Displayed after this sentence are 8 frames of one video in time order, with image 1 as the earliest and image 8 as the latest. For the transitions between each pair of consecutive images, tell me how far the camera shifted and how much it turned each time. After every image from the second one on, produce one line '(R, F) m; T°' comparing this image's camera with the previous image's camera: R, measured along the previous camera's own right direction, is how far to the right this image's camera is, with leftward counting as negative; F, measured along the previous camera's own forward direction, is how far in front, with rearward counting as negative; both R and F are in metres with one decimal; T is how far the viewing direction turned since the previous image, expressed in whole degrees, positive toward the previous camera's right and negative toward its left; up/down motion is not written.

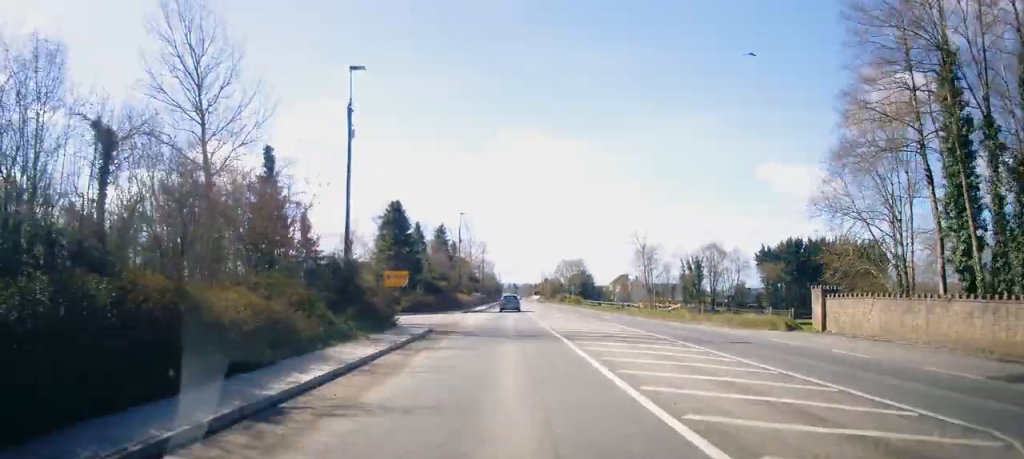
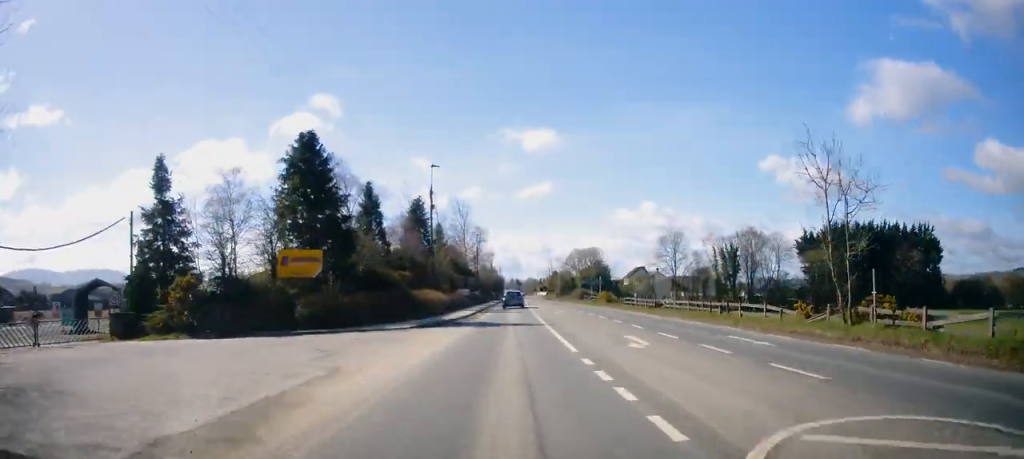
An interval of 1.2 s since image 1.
(-0.1, +24.3) m; 0°
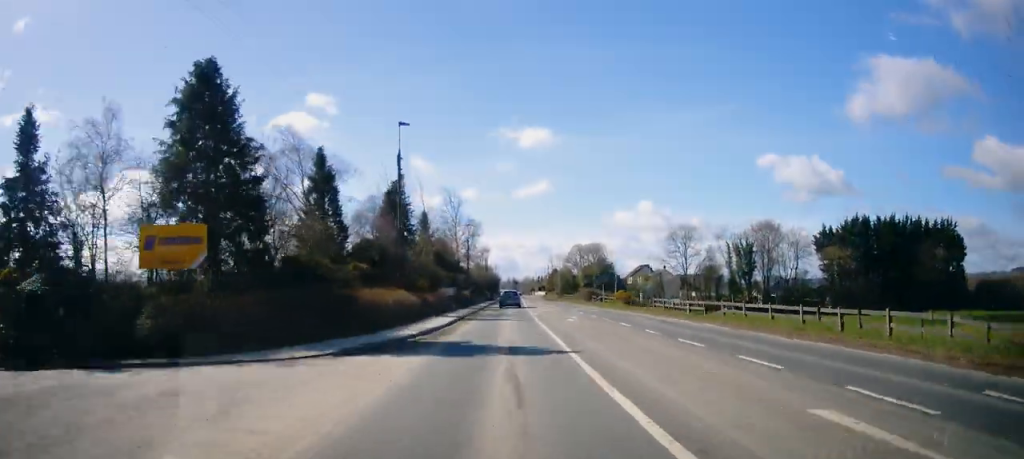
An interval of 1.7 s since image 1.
(0.0, +10.9) m; 0°
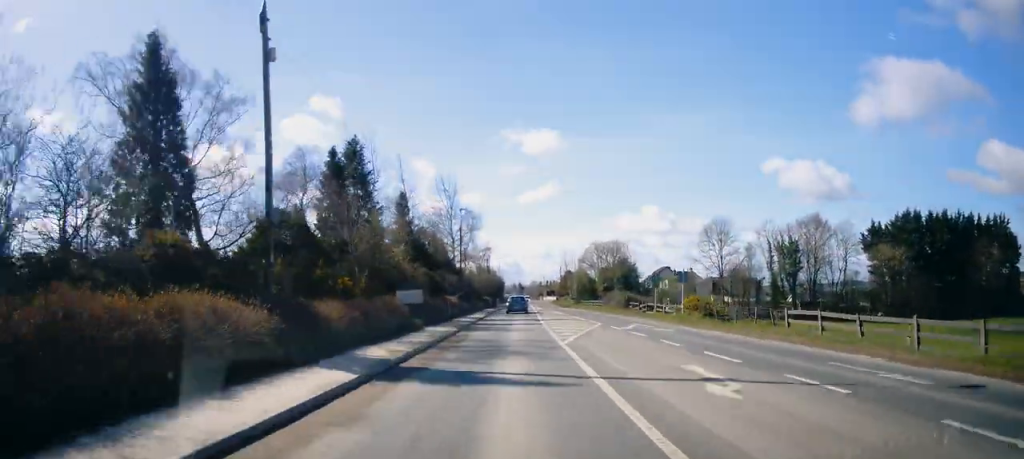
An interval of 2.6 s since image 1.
(+0.1, +18.2) m; 0°
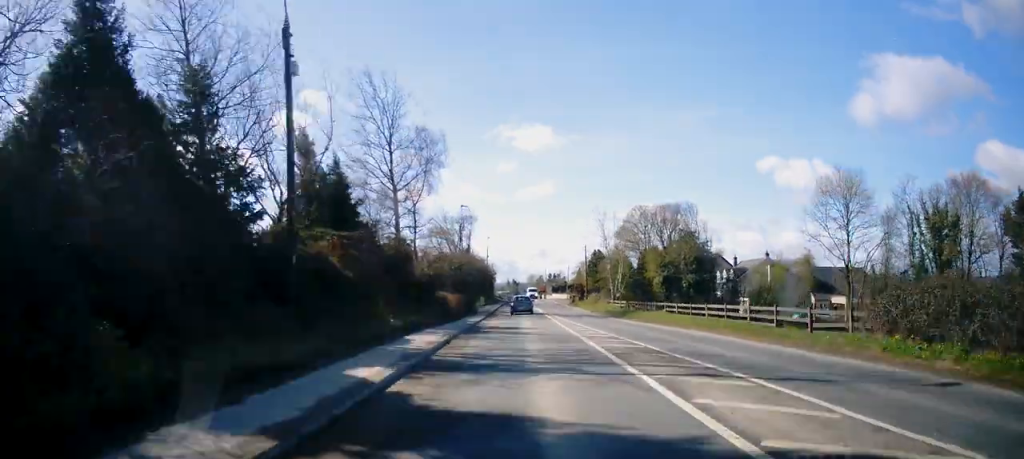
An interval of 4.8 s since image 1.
(-0.2, +43.3) m; +1°
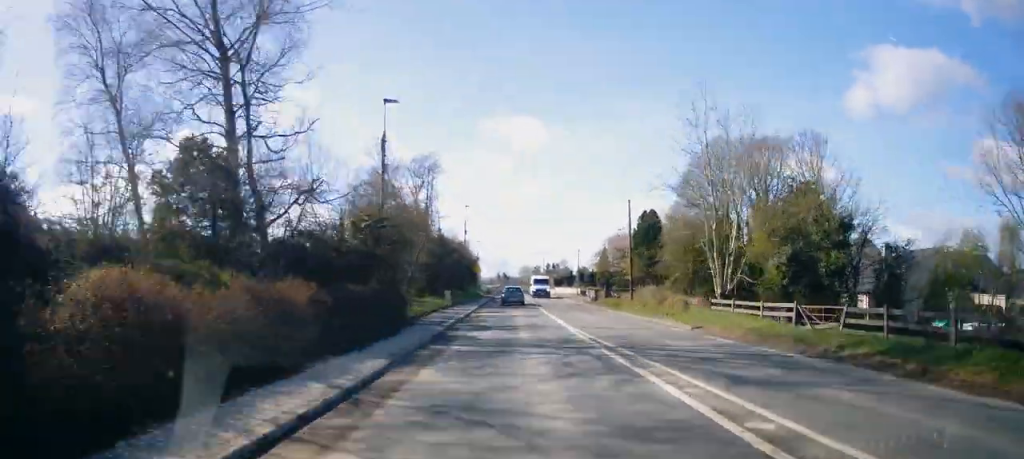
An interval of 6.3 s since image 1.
(-0.1, +29.3) m; -1°
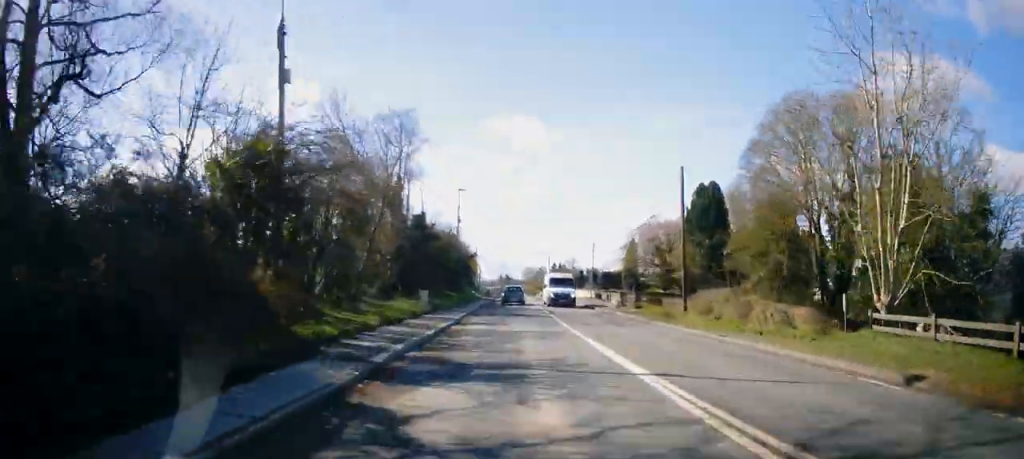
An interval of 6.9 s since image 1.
(0.0, +11.5) m; 0°
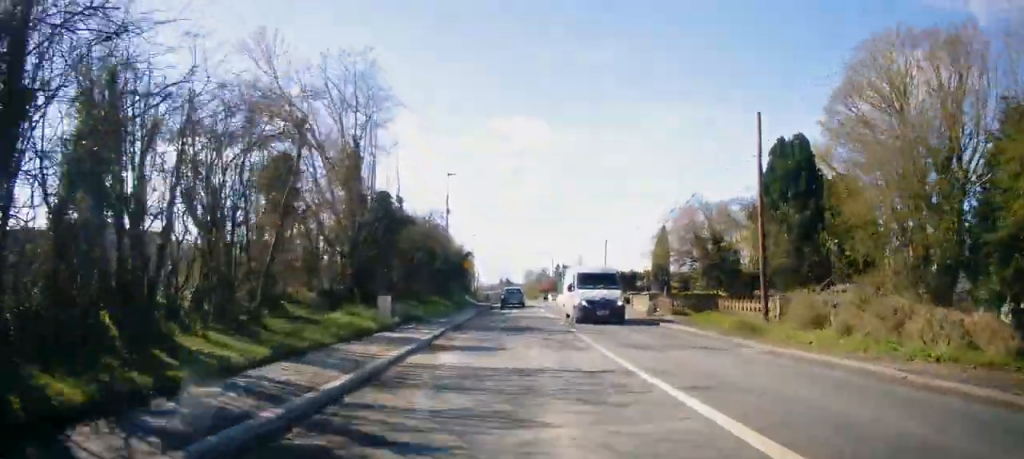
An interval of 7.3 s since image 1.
(0.0, +8.9) m; +1°
